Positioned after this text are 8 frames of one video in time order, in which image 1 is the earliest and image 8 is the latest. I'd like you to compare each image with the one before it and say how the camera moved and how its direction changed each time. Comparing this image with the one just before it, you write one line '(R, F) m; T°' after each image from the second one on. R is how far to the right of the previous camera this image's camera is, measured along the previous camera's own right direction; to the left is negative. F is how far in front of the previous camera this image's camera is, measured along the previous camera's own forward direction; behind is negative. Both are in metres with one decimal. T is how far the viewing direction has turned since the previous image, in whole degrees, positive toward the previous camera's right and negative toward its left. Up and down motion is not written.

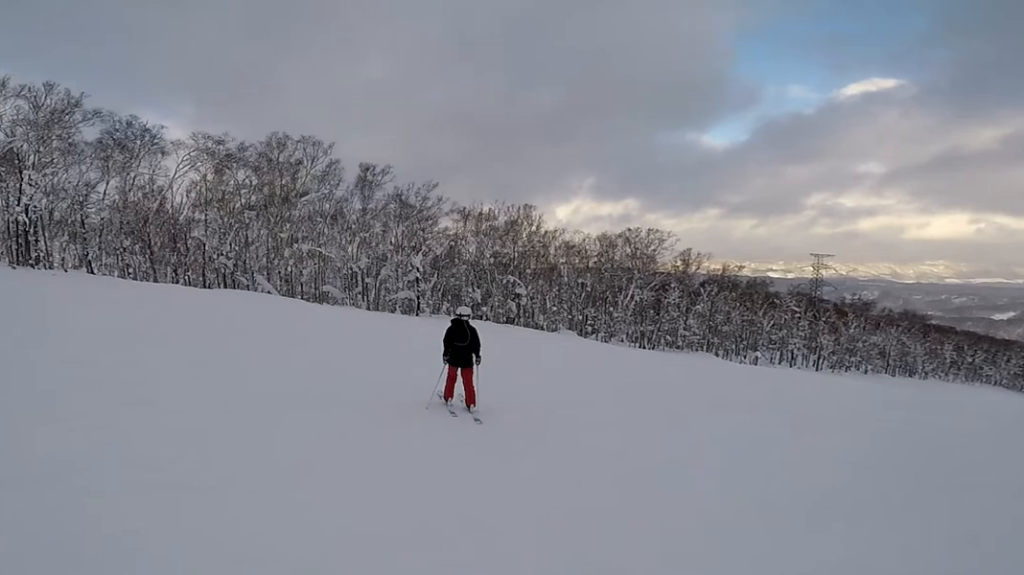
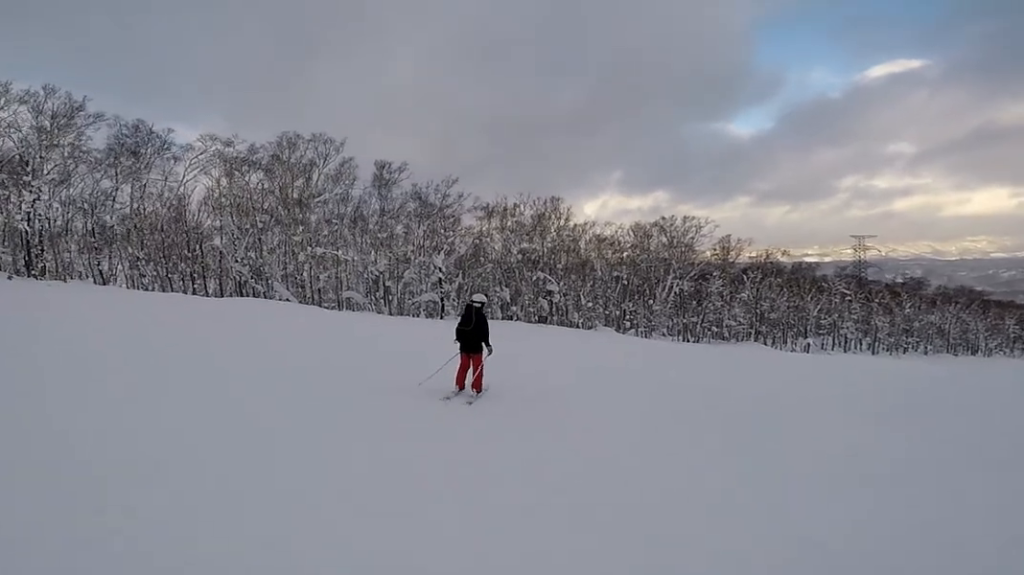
(0.0, +3.4) m; +4°
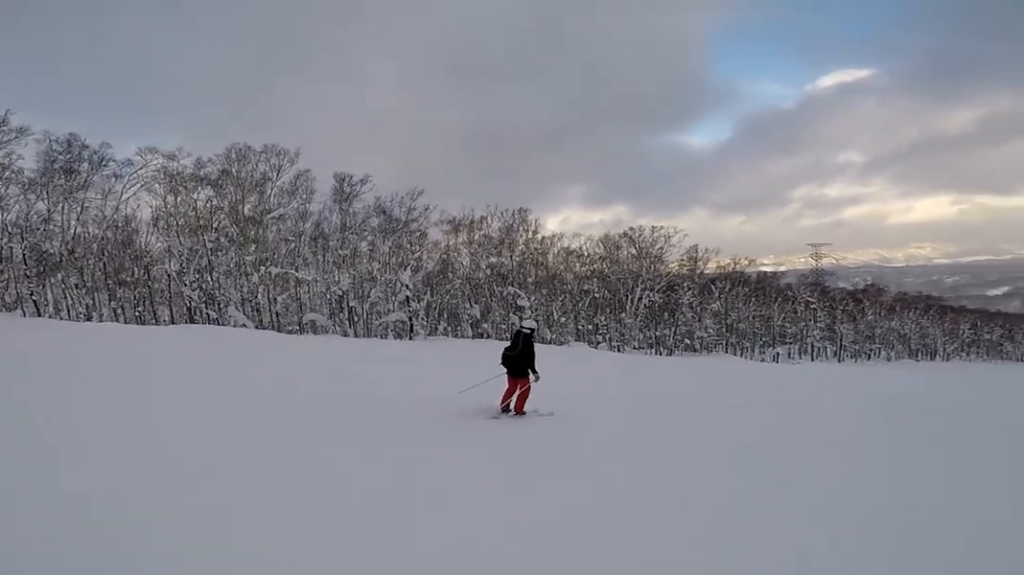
(-0.2, +3.1) m; +9°
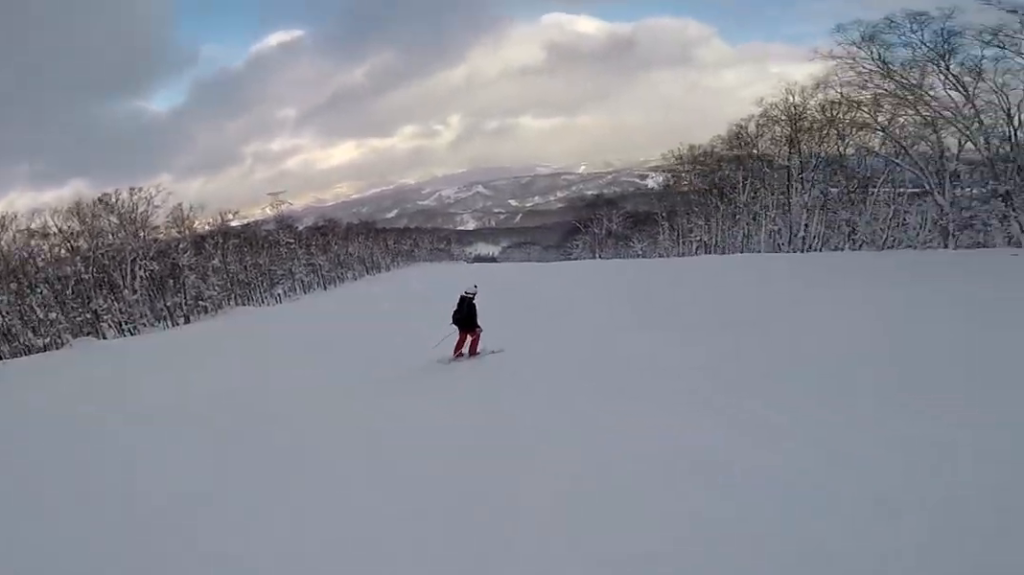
(+2.3, +6.6) m; +41°
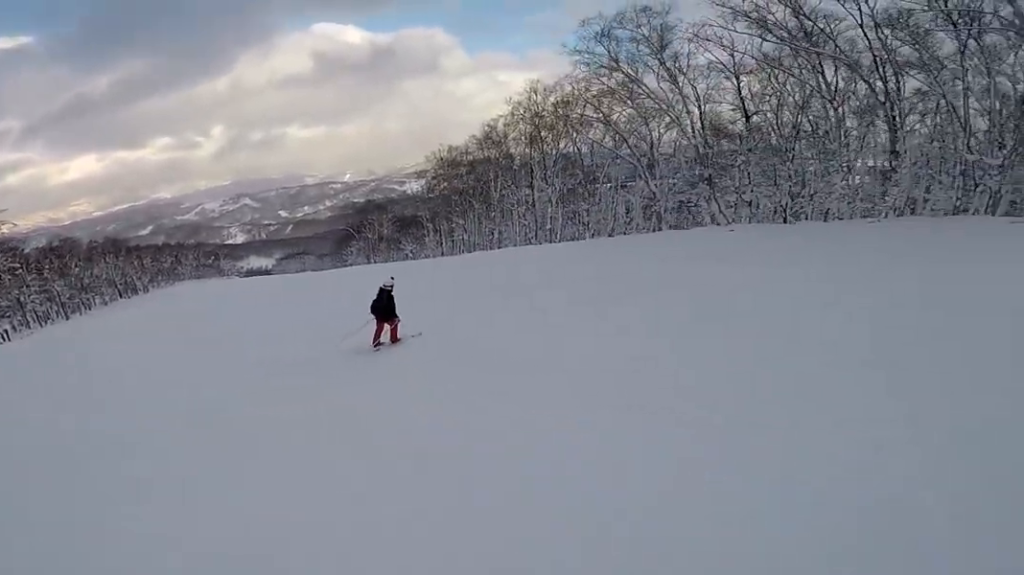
(+0.1, +2.7) m; +22°
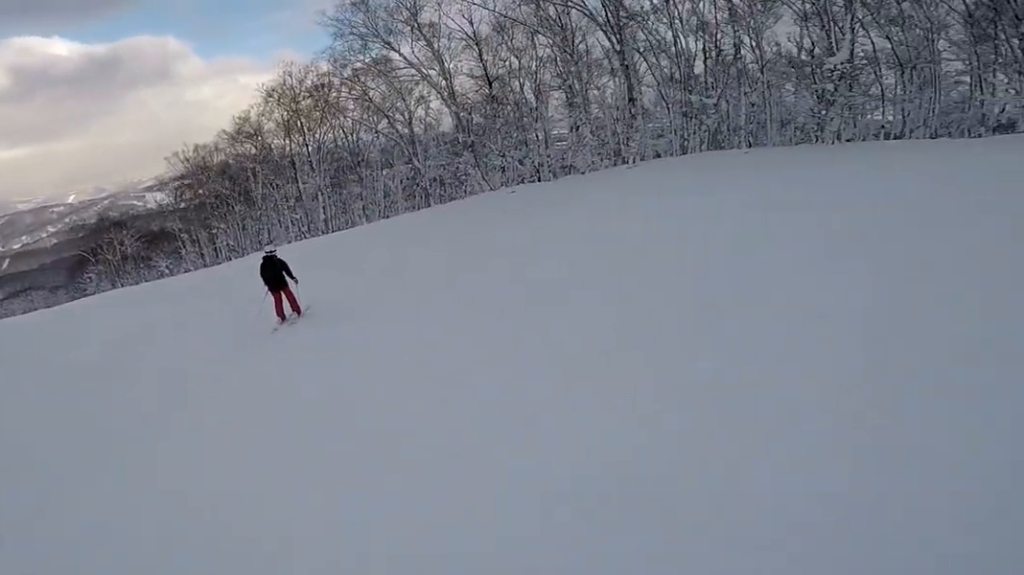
(+1.5, +4.1) m; +29°
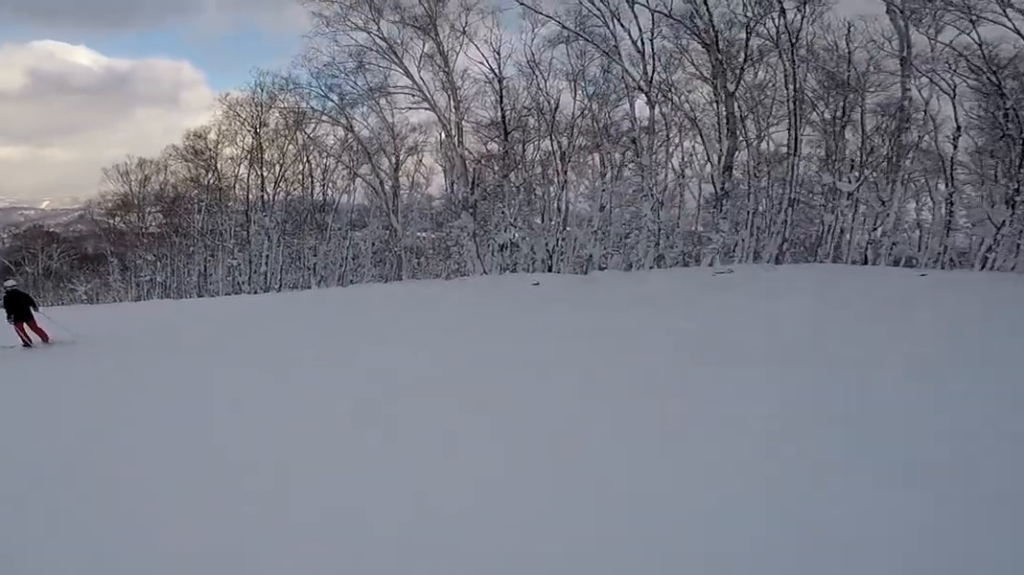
(0.0, +9.5) m; -12°
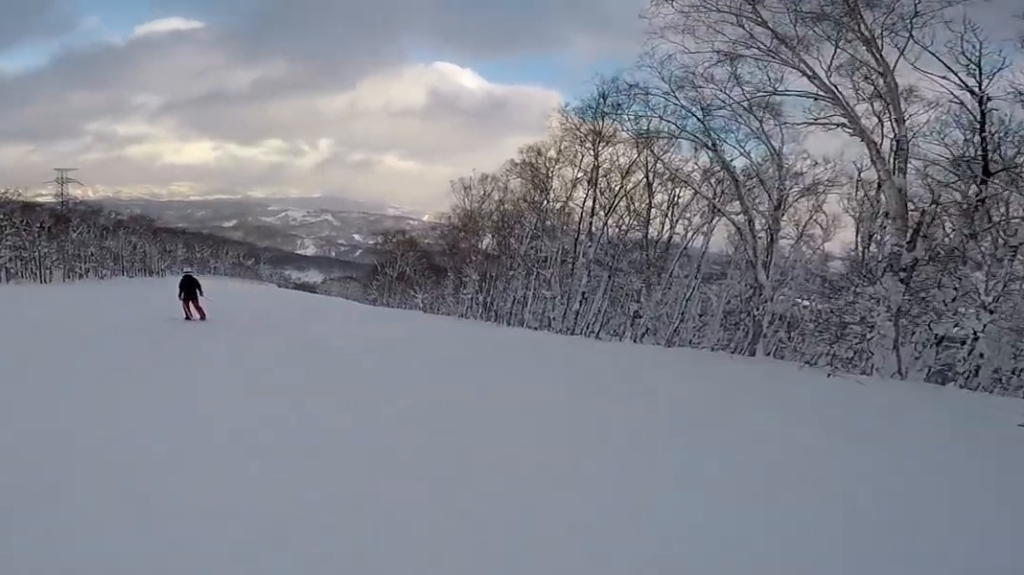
(-0.4, +4.6) m; -18°
